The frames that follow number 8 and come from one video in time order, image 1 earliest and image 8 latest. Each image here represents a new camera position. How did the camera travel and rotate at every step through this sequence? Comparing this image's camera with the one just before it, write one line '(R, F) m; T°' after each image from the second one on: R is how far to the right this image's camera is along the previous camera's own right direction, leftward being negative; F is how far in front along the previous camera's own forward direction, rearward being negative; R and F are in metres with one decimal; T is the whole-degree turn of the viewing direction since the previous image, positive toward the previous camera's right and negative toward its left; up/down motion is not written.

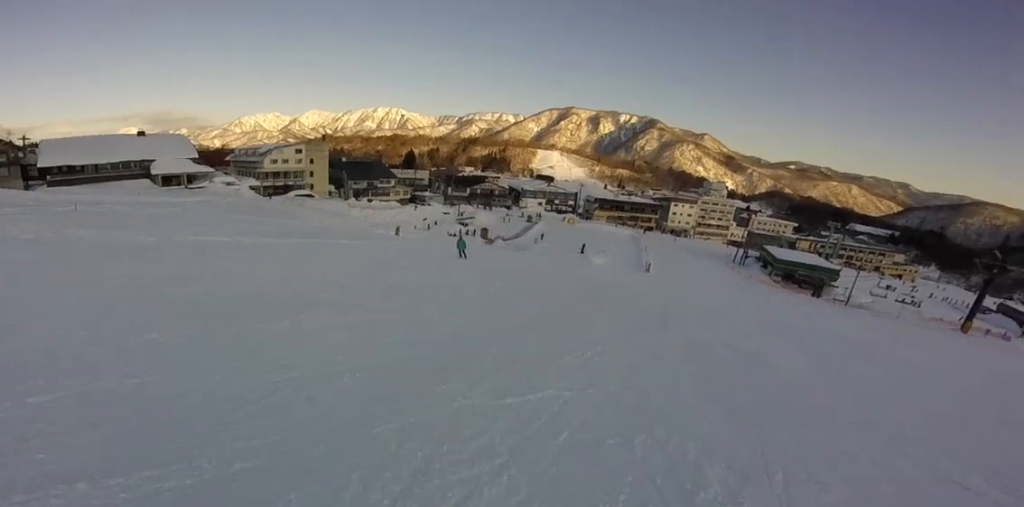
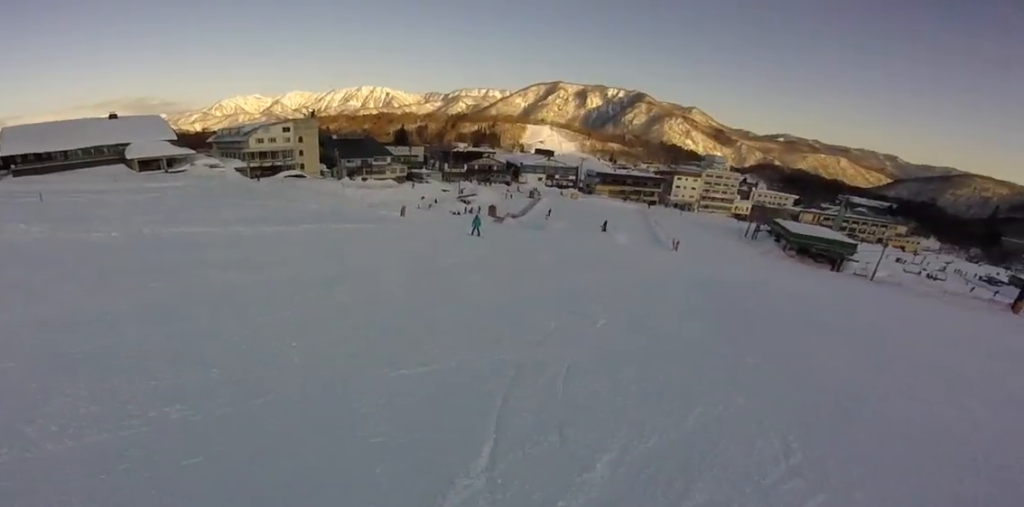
(-1.3, +6.1) m; +5°
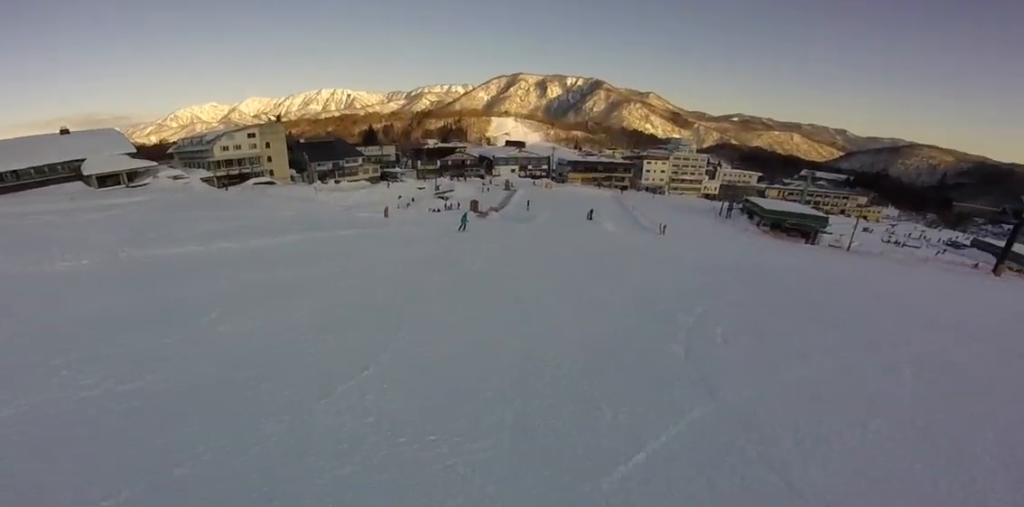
(+0.9, +2.6) m; +14°
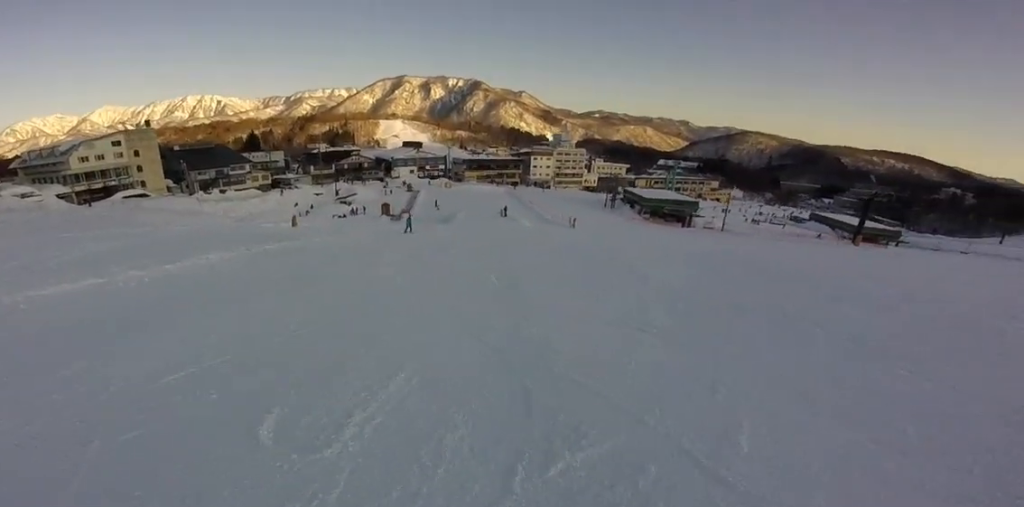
(+0.9, +4.9) m; +24°
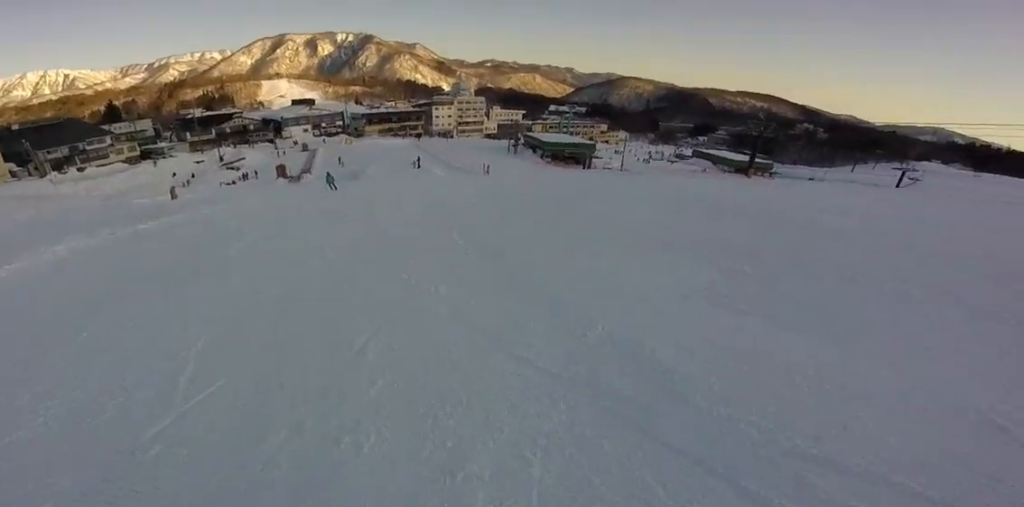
(+0.5, +2.9) m; +18°
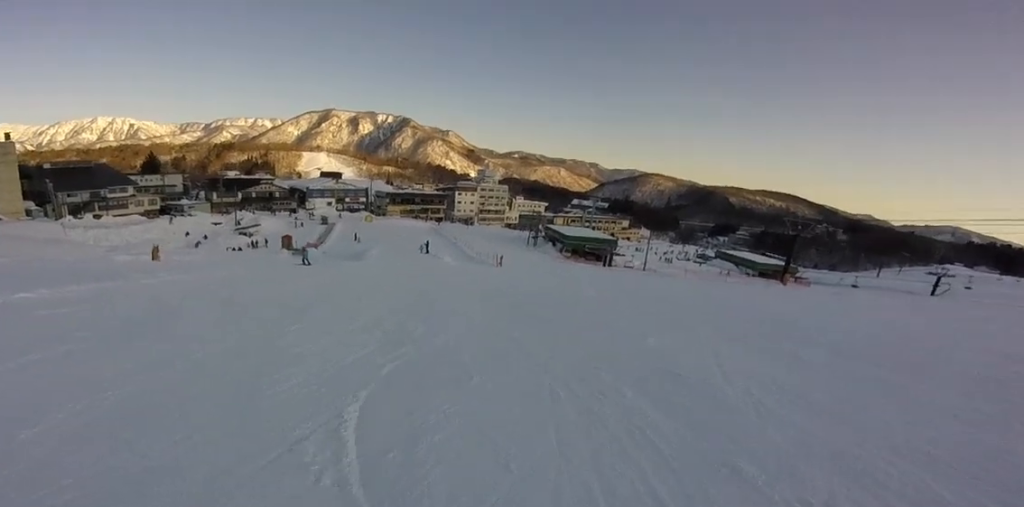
(+1.3, +4.7) m; +4°
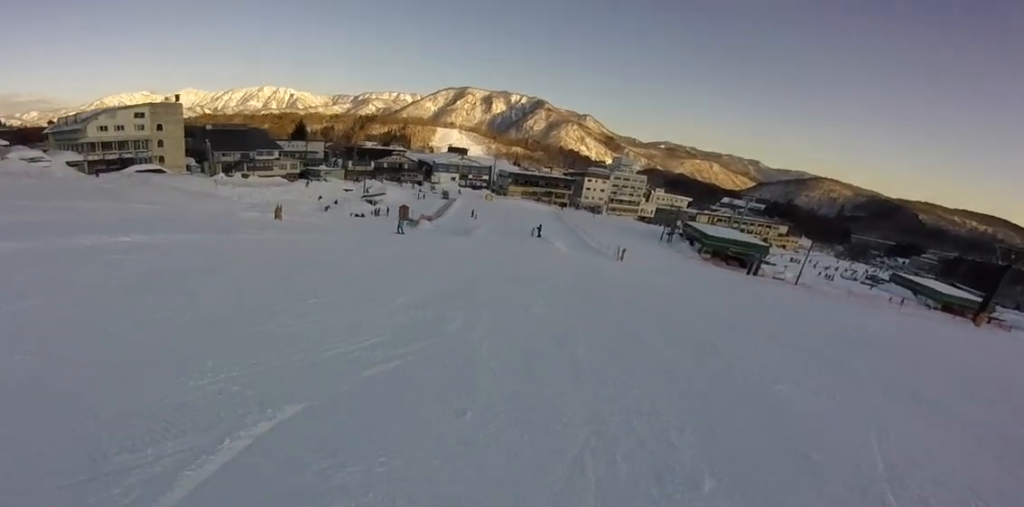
(+0.2, +1.6) m; -9°
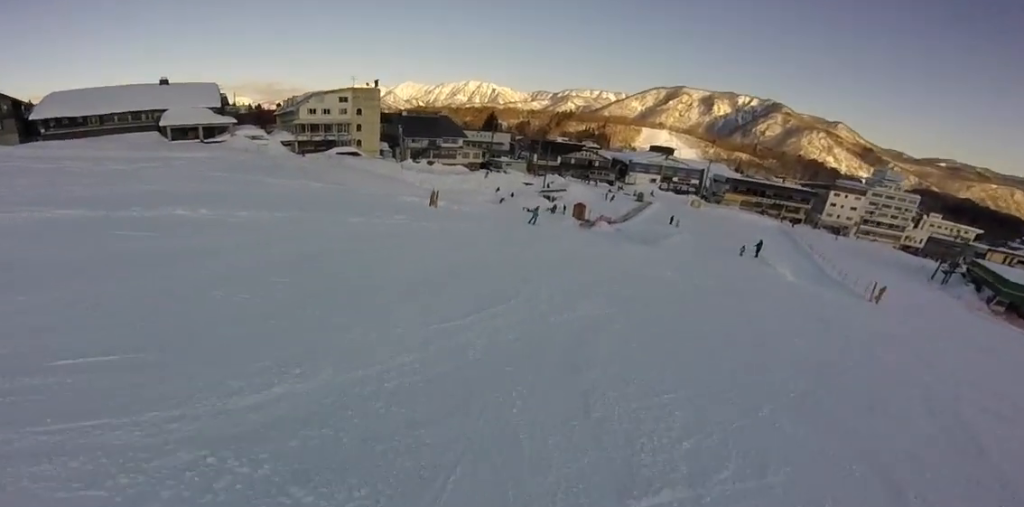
(-1.9, +4.4) m; -26°
